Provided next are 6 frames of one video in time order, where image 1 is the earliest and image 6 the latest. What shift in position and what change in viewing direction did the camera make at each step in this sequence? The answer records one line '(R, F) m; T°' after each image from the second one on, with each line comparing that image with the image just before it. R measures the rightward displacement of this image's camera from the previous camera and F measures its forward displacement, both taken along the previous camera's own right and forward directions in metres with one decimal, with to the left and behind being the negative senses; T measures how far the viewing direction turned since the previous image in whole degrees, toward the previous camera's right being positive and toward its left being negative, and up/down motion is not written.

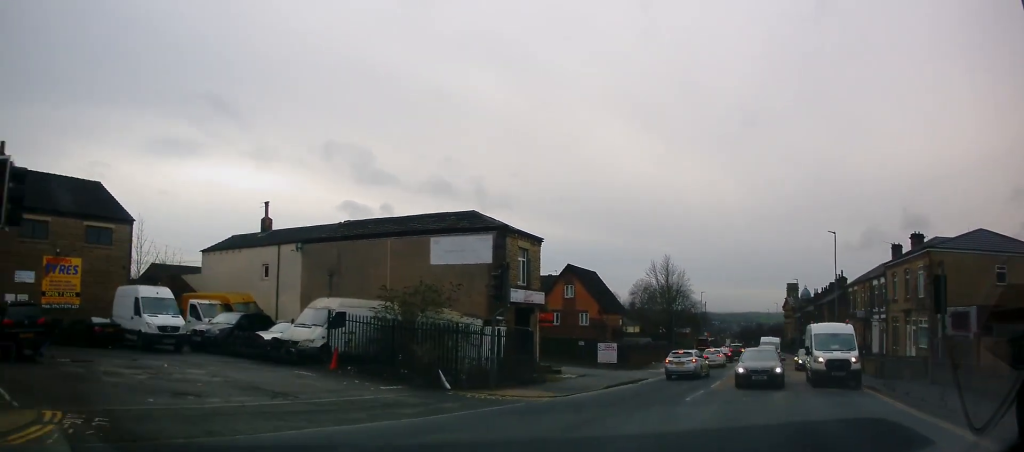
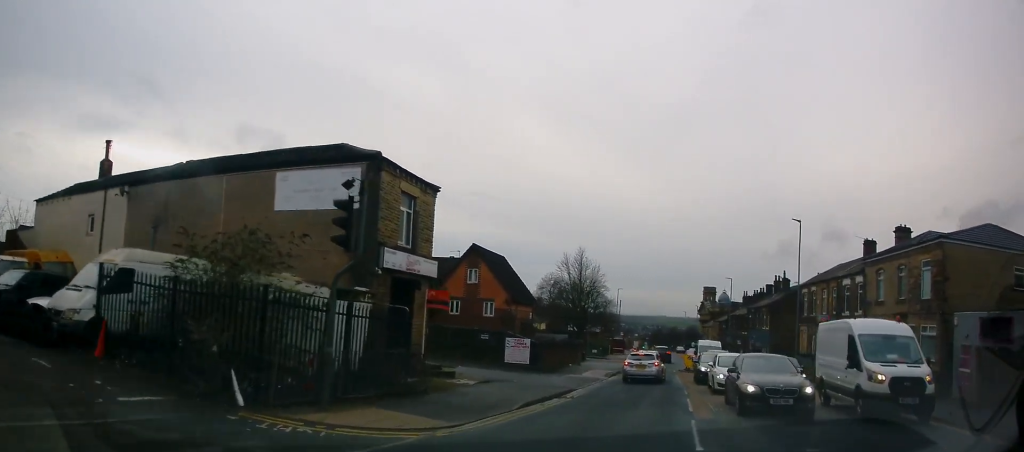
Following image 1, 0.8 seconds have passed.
(+0.6, +8.4) m; +9°
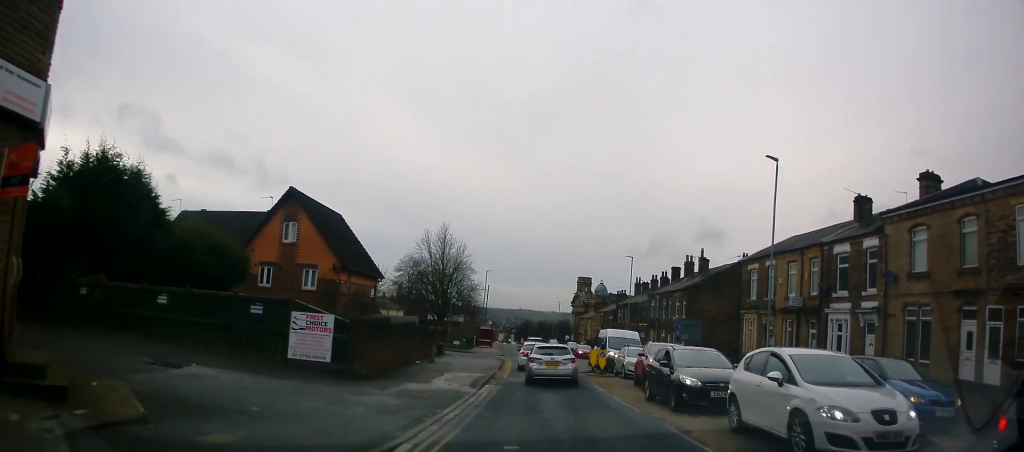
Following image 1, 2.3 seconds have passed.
(+1.6, +13.7) m; +11°
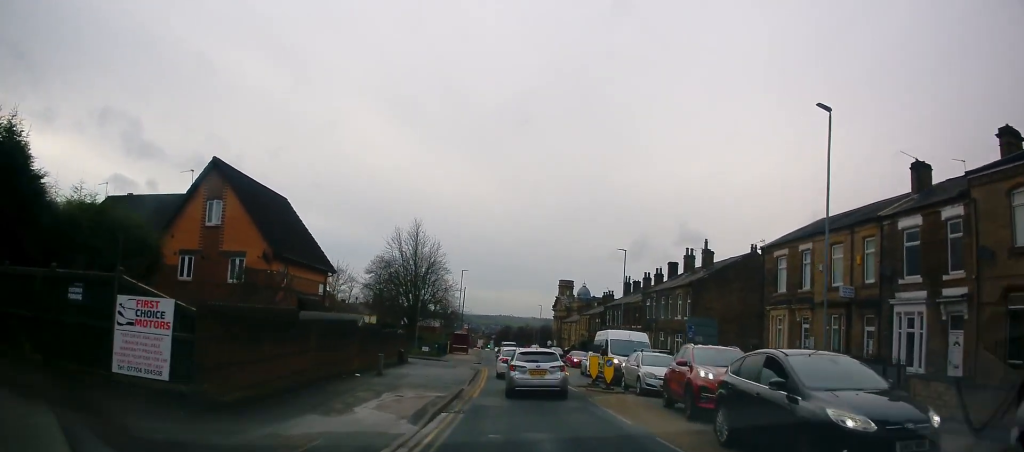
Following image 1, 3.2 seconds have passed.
(+0.4, +6.8) m; +1°
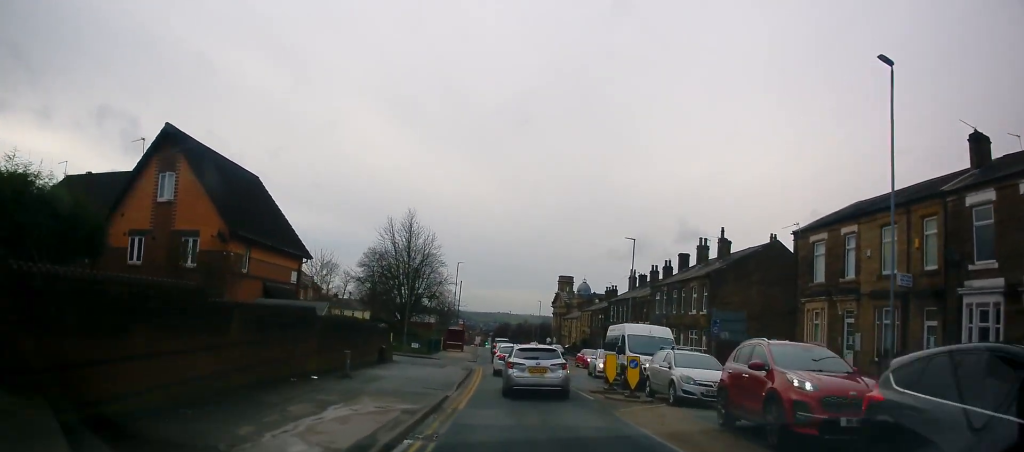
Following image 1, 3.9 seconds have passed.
(0.0, +4.1) m; -1°
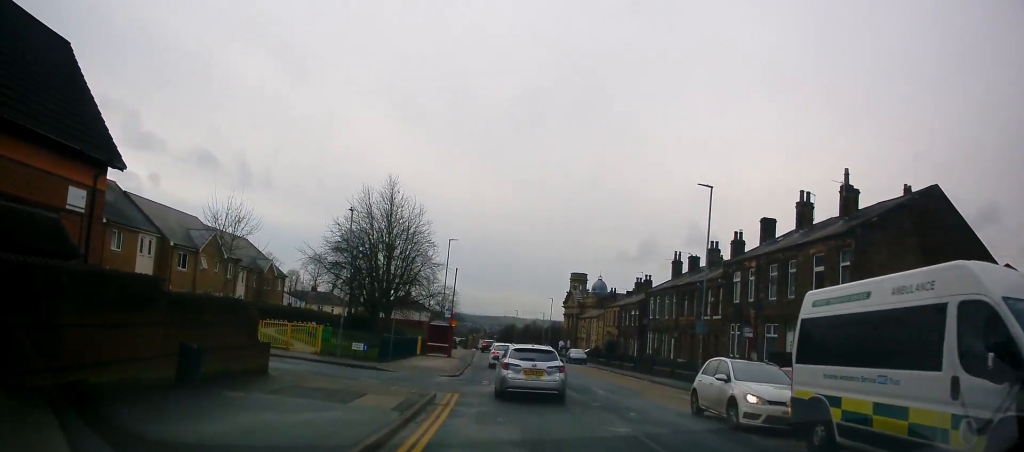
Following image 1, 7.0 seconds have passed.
(+0.8, +17.2) m; +3°
